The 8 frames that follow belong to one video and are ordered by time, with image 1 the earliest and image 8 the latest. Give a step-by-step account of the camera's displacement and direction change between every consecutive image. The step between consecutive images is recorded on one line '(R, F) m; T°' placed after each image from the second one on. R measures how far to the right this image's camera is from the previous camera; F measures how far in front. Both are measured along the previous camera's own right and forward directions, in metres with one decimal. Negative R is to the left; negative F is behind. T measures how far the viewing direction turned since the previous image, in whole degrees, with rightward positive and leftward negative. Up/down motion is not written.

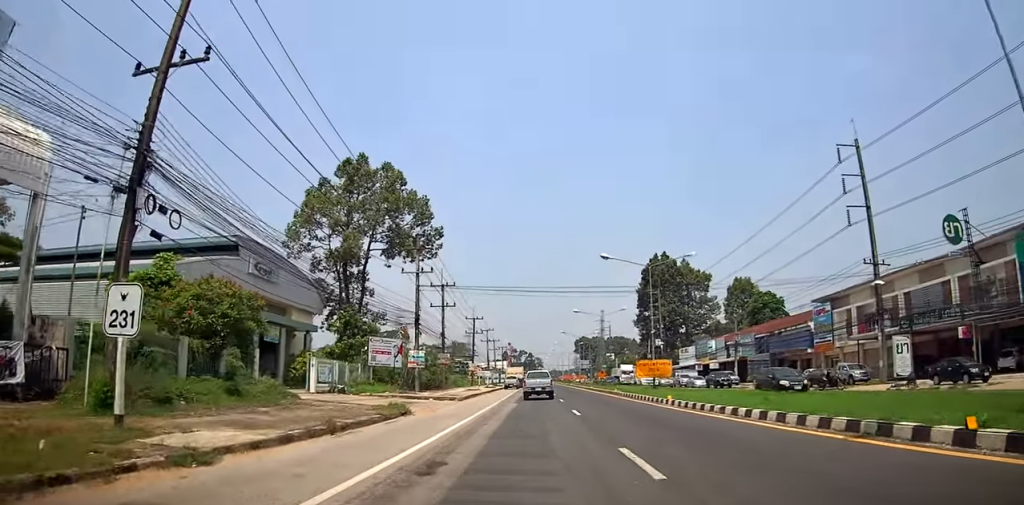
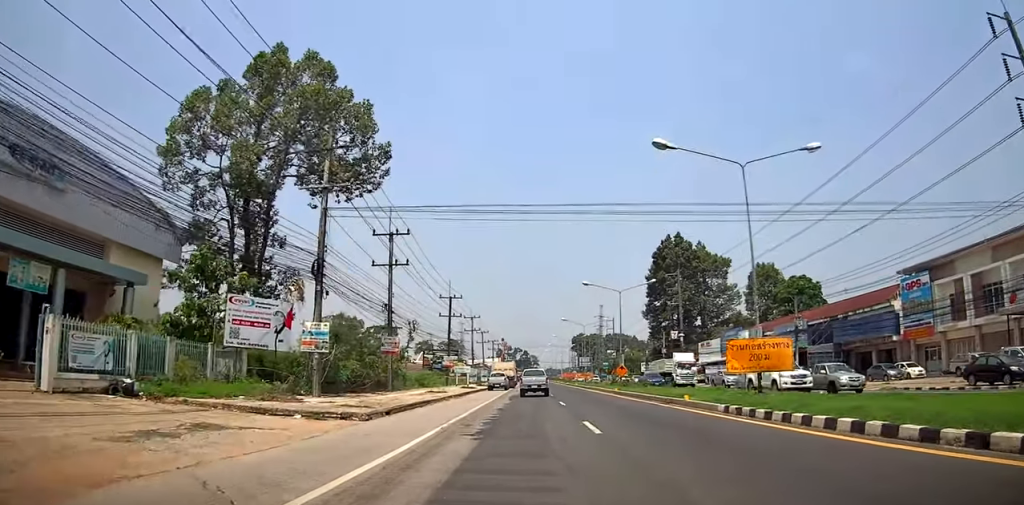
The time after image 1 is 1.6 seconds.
(+0.7, +21.1) m; +1°
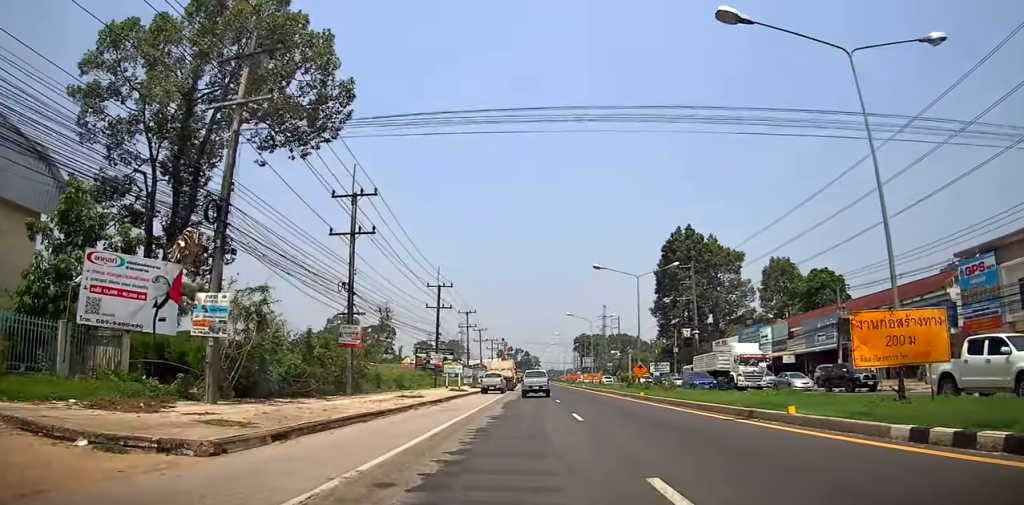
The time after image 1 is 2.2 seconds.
(-0.1, +9.1) m; -1°
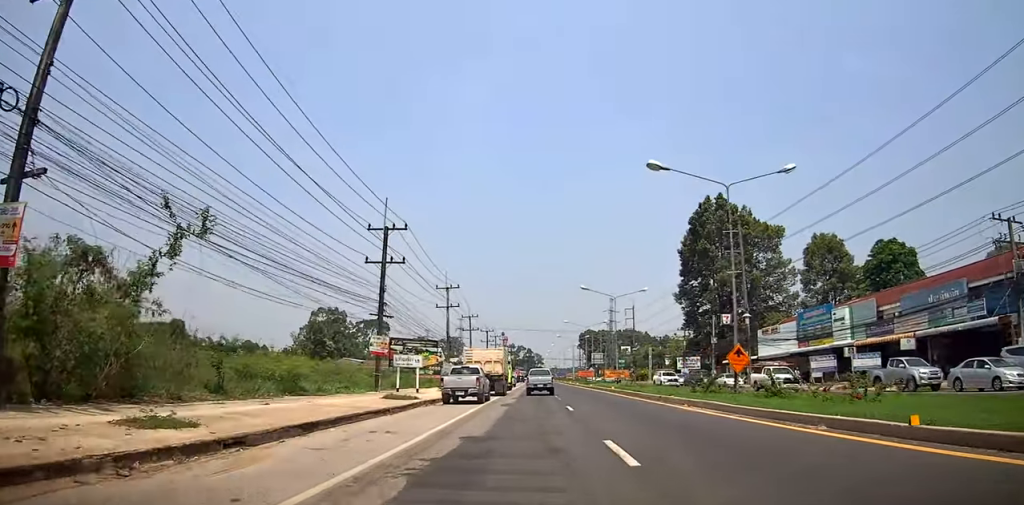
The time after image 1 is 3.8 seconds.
(-0.7, +22.6) m; -3°
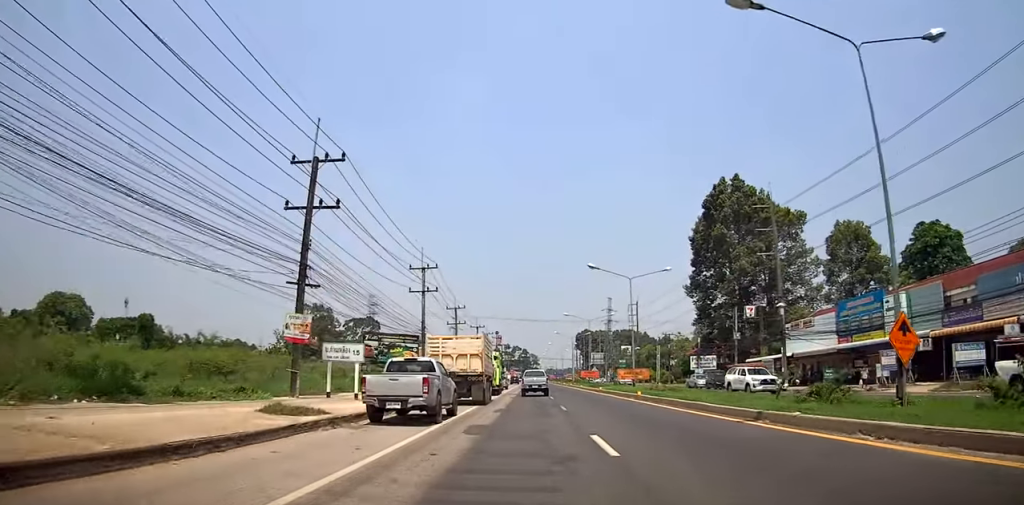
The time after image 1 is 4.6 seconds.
(-0.1, +12.5) m; 0°
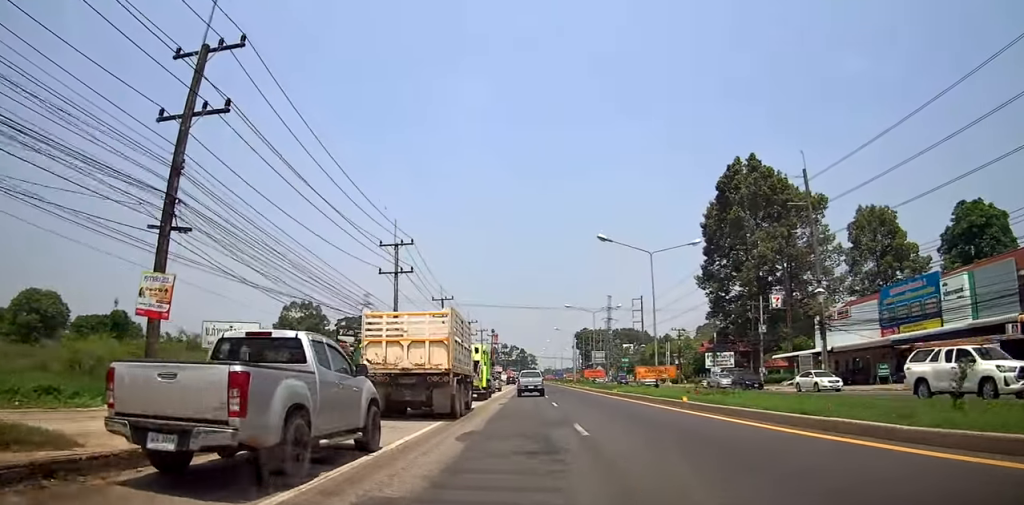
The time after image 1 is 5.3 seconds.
(+0.1, +10.0) m; +1°
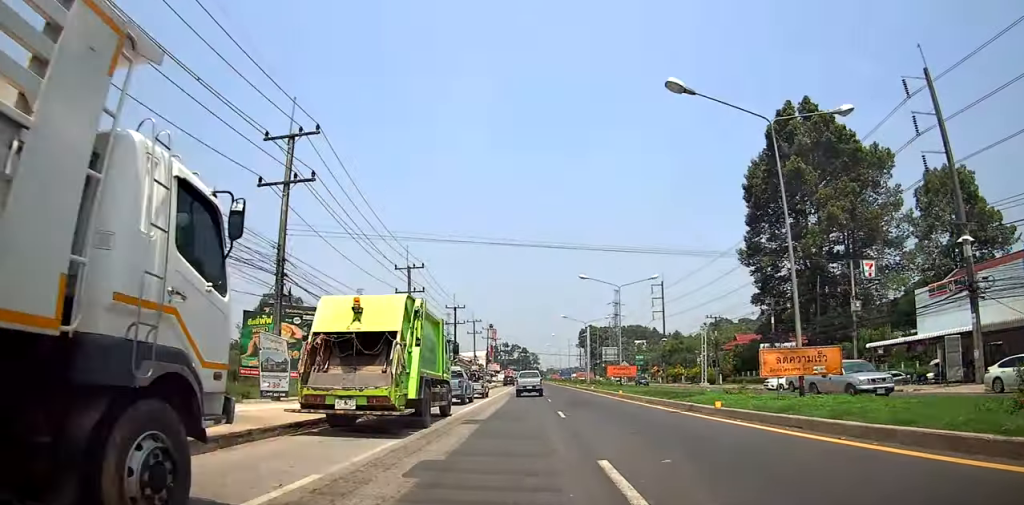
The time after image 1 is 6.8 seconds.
(+0.2, +21.3) m; +1°
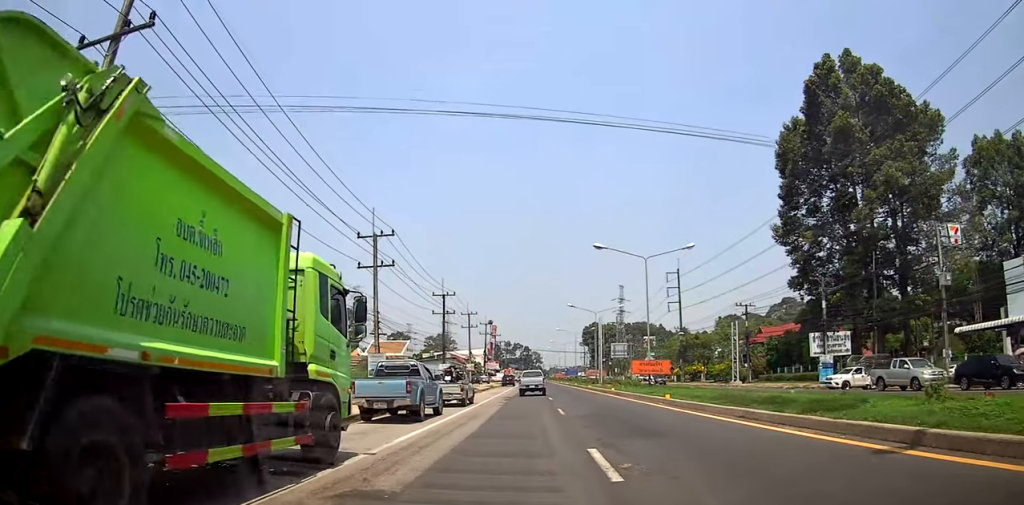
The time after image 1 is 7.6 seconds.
(0.0, +12.1) m; -2°
